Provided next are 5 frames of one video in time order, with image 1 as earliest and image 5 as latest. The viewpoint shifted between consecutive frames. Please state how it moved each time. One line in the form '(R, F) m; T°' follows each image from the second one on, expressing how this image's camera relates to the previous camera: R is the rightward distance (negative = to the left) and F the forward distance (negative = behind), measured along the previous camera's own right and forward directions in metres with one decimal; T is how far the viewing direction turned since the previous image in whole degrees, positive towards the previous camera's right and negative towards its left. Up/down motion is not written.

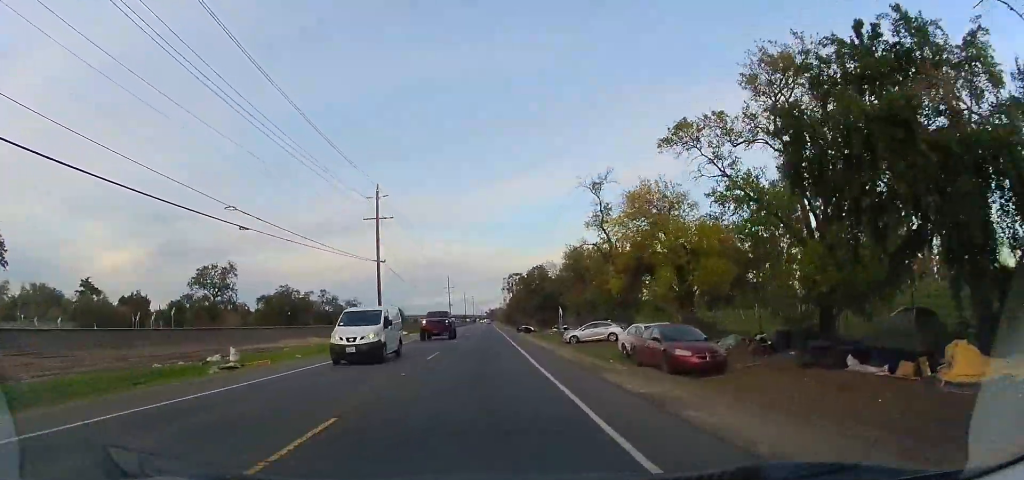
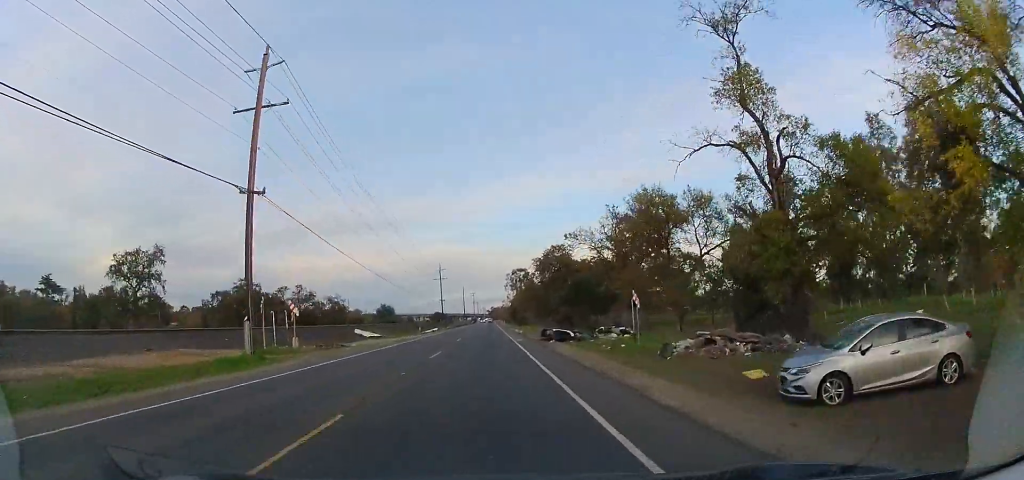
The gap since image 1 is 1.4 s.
(-0.5, +28.7) m; 0°
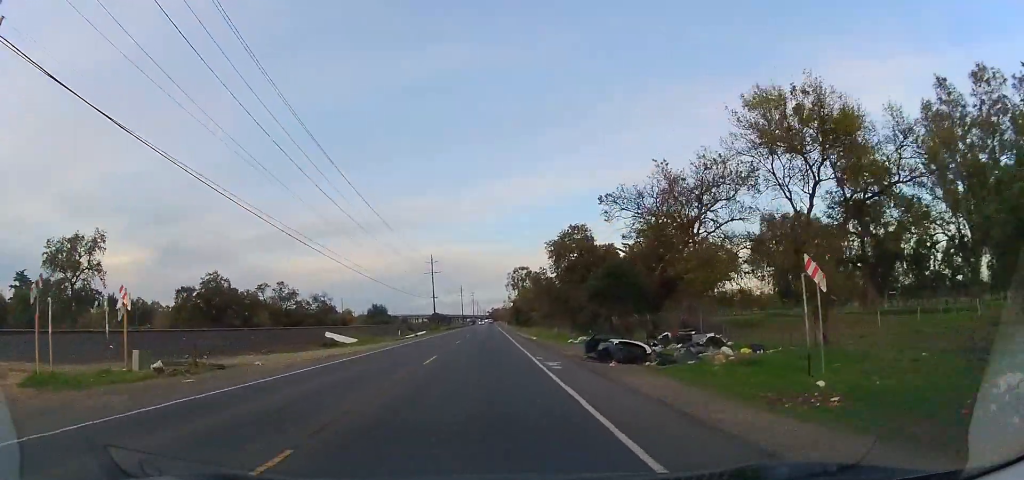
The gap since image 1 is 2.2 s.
(+0.4, +16.4) m; +1°
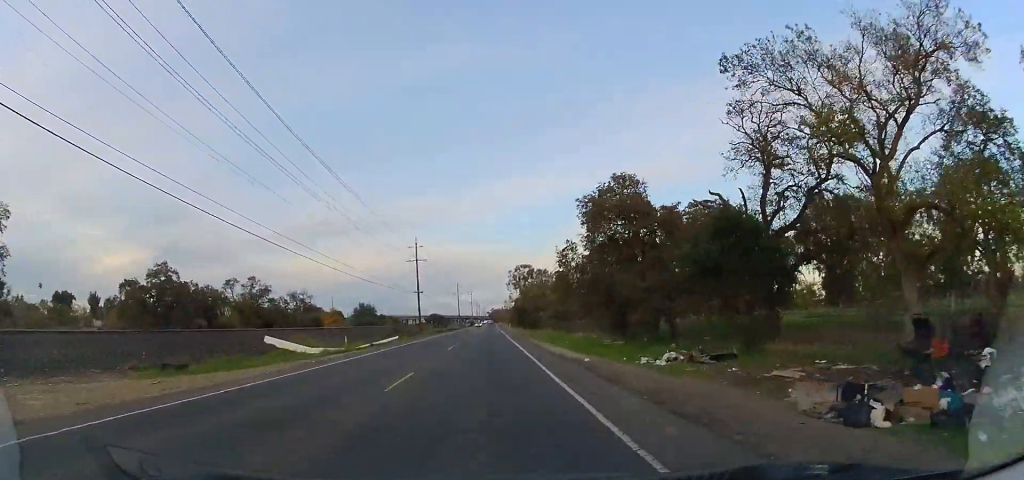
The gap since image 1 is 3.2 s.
(-0.1, +20.7) m; -1°
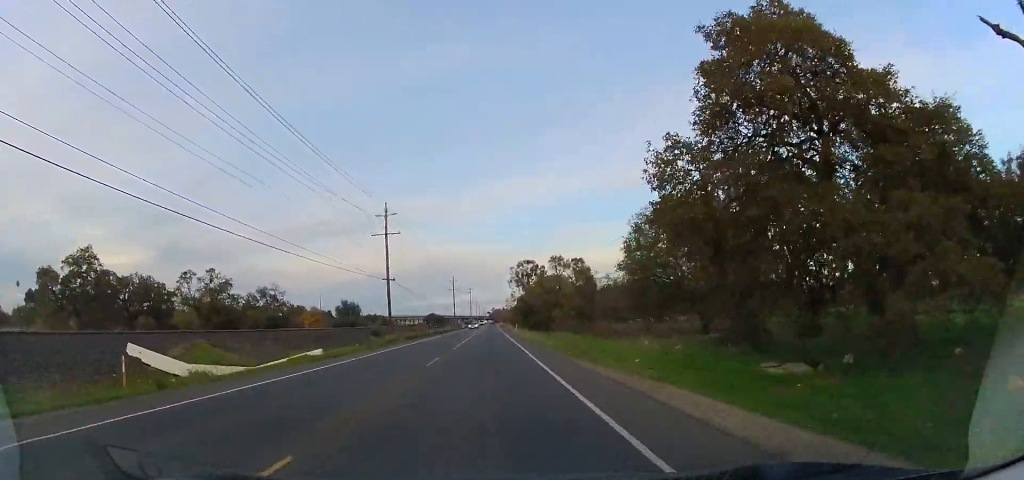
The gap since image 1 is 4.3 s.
(-0.2, +22.7) m; -1°
